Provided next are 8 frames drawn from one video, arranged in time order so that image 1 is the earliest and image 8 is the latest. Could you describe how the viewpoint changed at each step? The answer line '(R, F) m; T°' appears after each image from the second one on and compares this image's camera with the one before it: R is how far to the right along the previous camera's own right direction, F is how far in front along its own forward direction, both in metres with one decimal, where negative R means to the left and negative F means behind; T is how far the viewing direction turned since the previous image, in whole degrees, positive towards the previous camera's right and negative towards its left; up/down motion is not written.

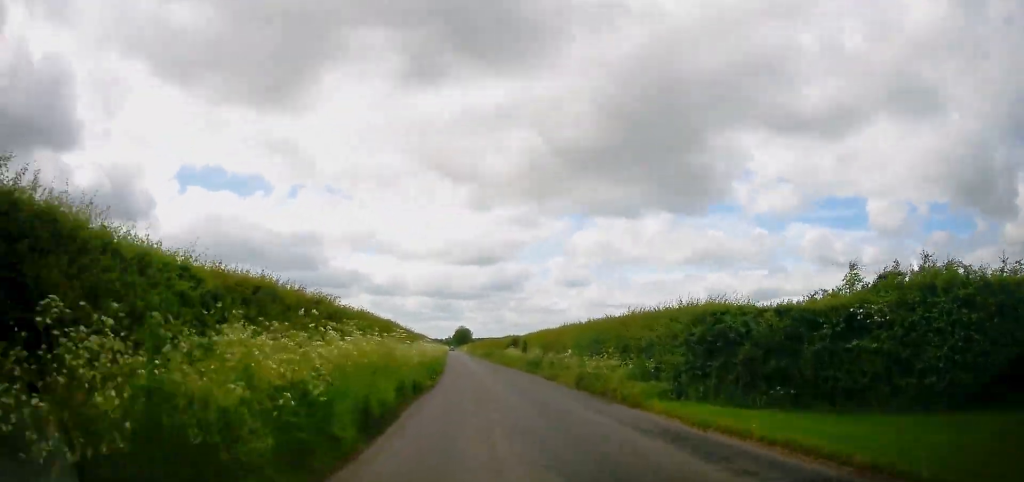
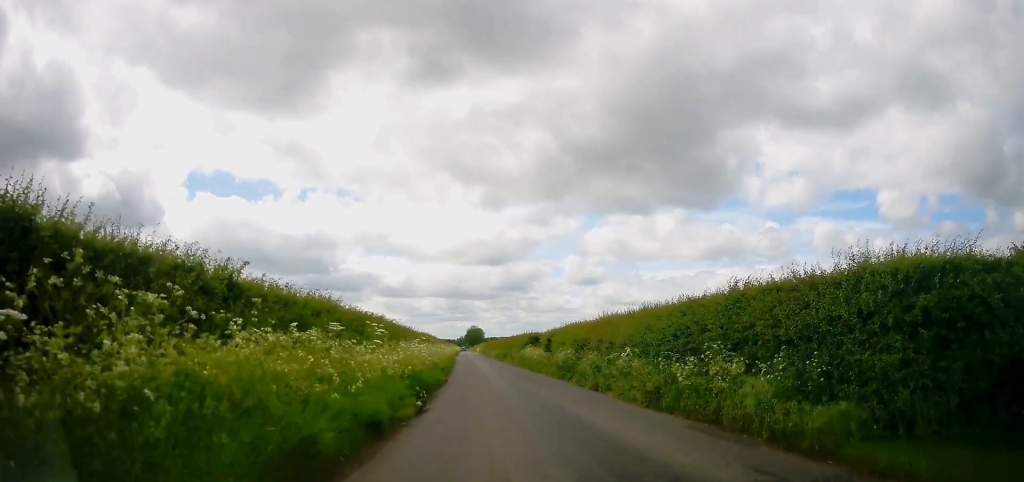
(+0.2, +7.3) m; +1°
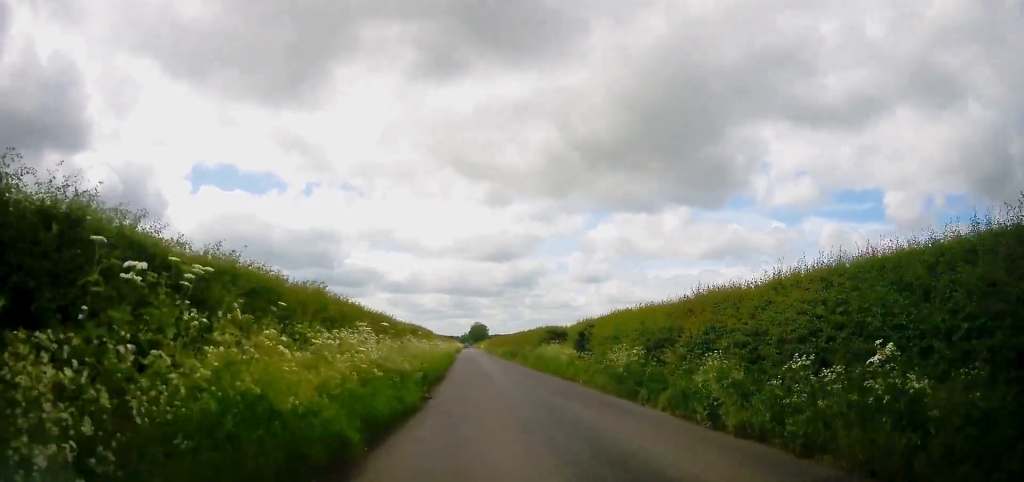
(-0.1, +10.4) m; -3°
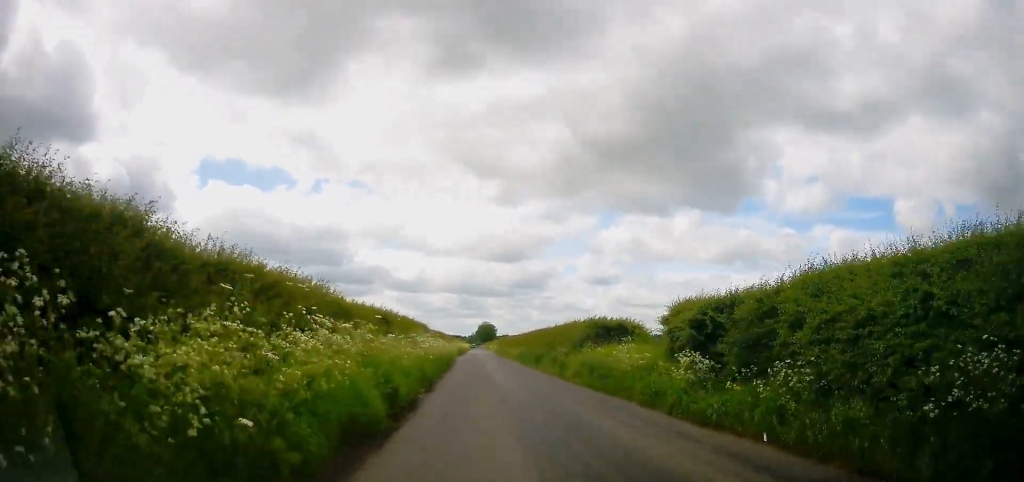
(-0.5, +13.6) m; -1°
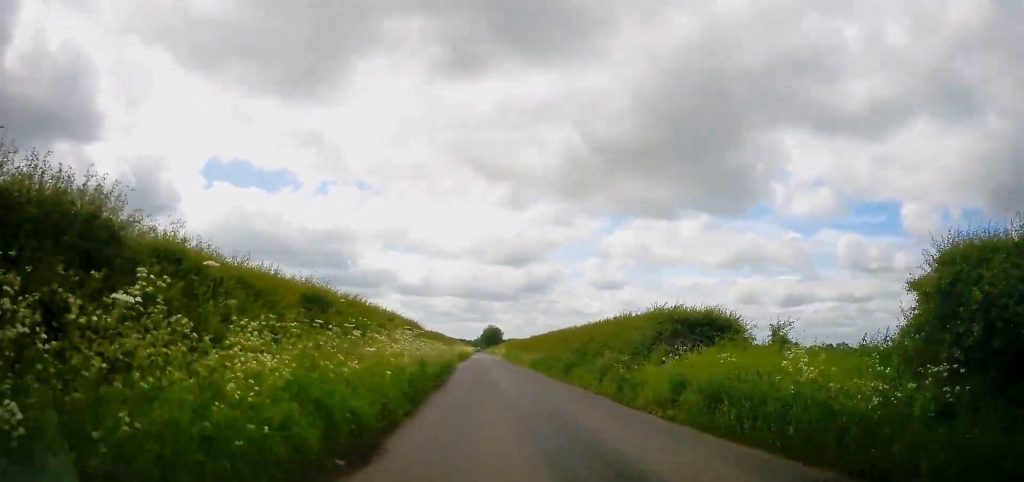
(+0.3, +9.9) m; -1°
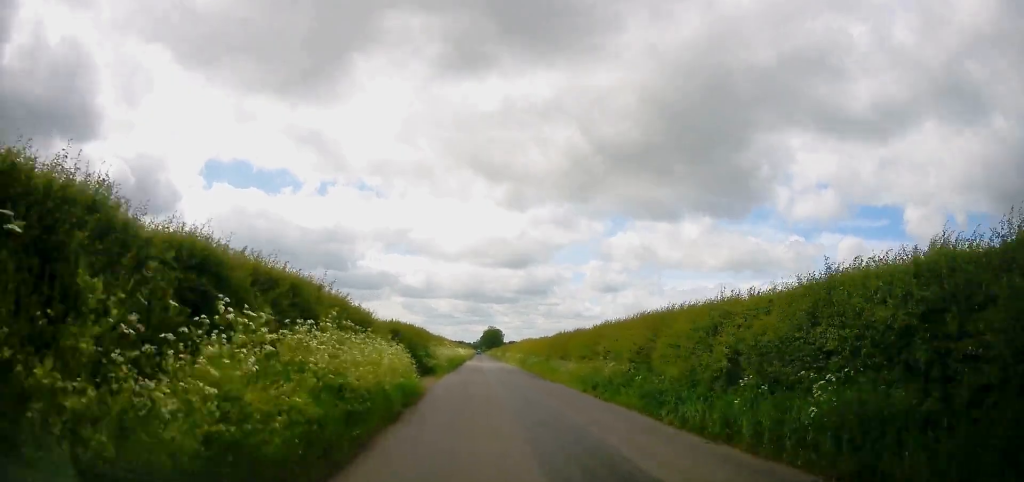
(-0.4, +20.3) m; 0°
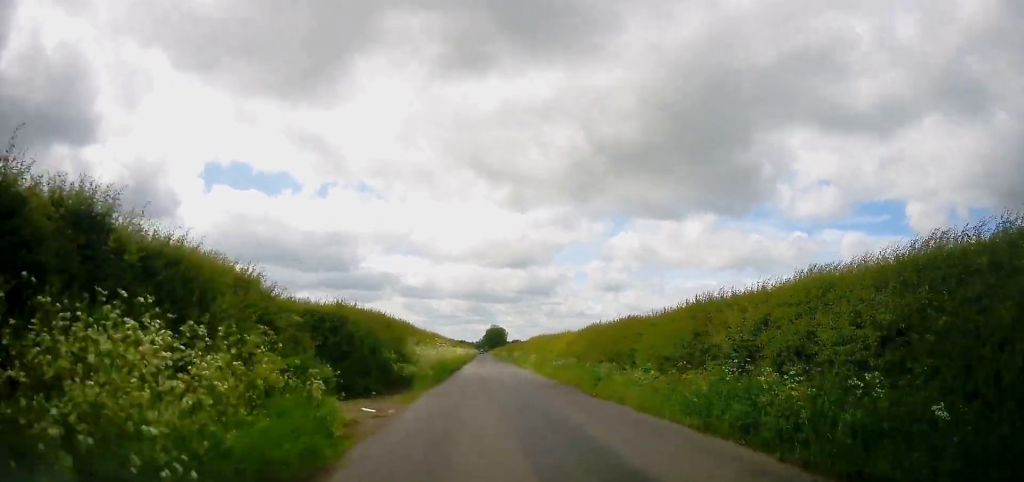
(+0.3, +10.9) m; +1°
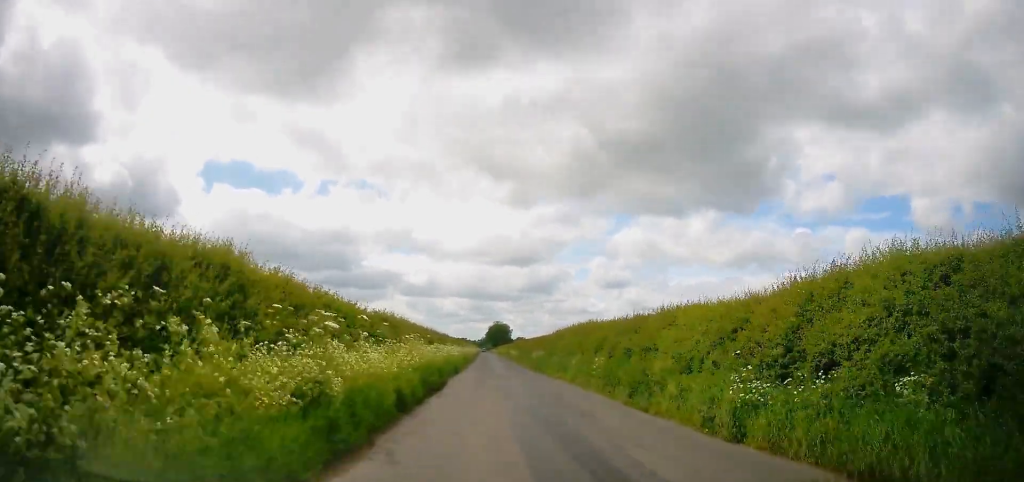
(-0.2, +20.8) m; -1°
